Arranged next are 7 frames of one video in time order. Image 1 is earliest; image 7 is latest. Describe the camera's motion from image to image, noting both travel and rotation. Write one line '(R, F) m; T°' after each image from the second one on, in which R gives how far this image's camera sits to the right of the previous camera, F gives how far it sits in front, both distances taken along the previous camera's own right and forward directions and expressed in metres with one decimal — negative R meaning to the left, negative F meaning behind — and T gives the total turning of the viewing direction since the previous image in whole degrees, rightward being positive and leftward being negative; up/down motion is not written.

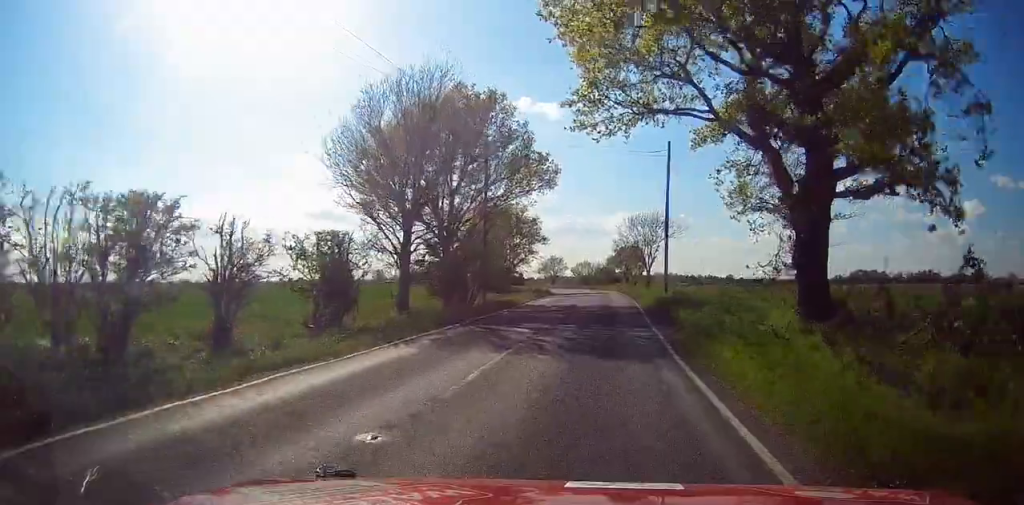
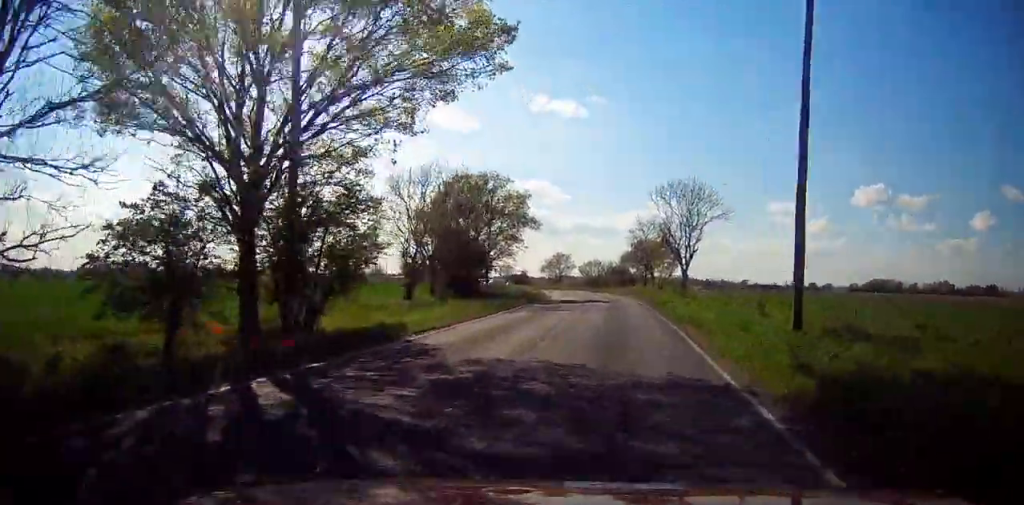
(-0.1, +18.8) m; -1°
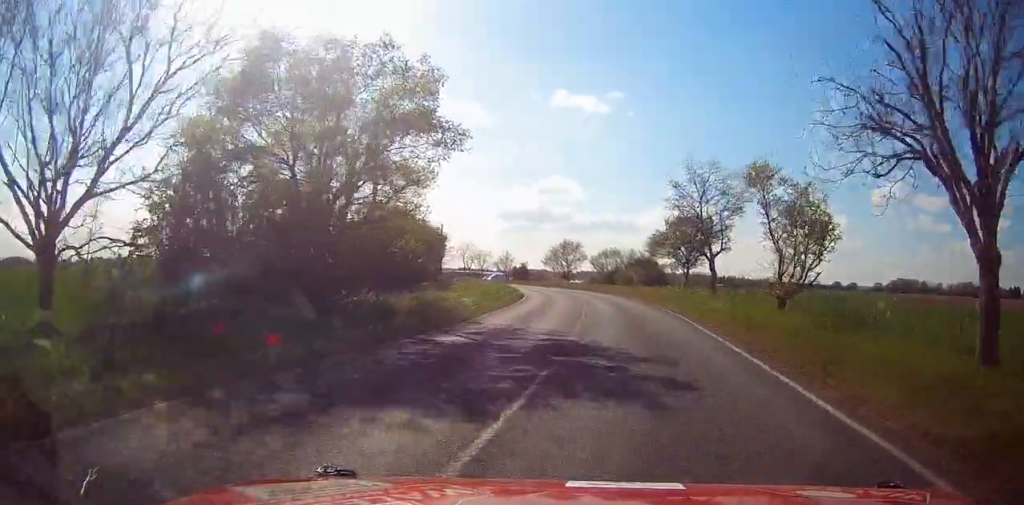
(-0.5, +29.0) m; -2°
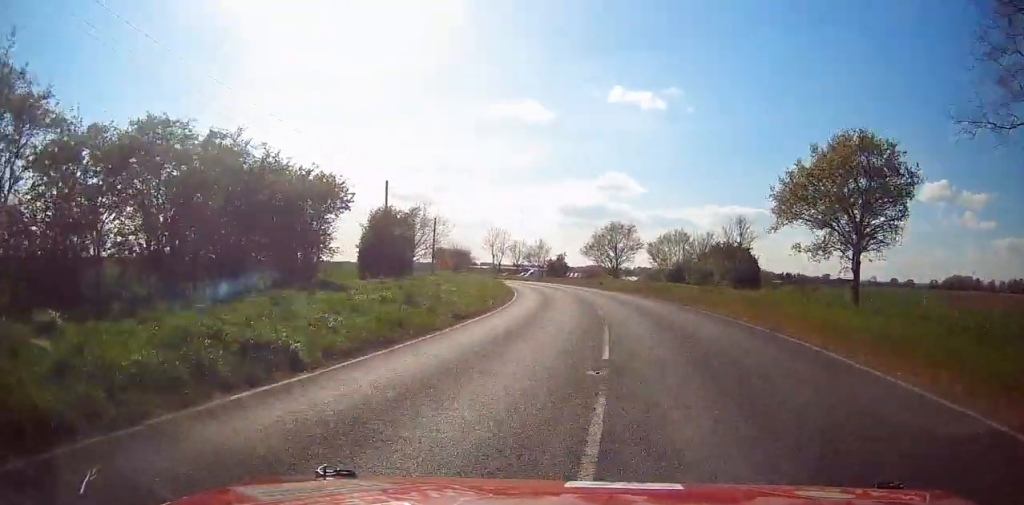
(-0.5, +29.7) m; -4°
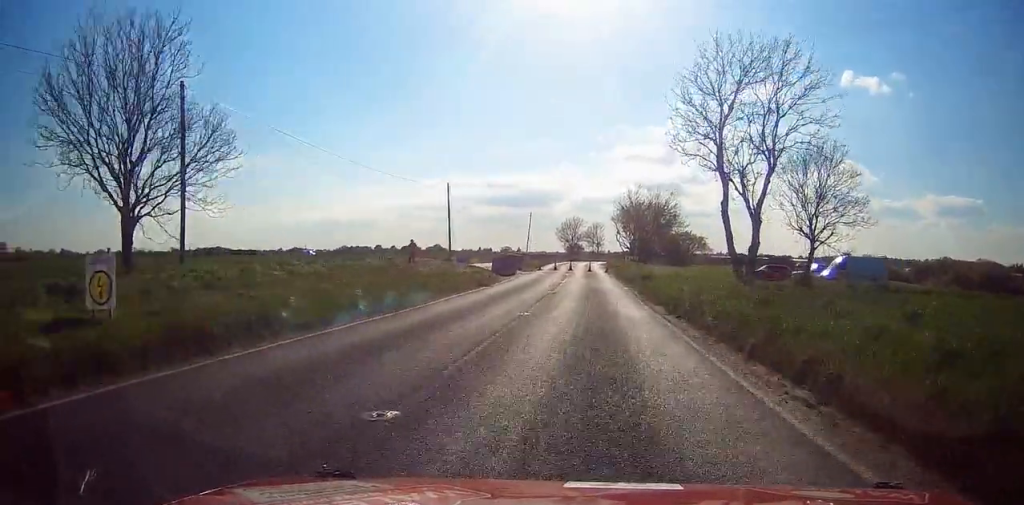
(-17.6, +103.9) m; -19°
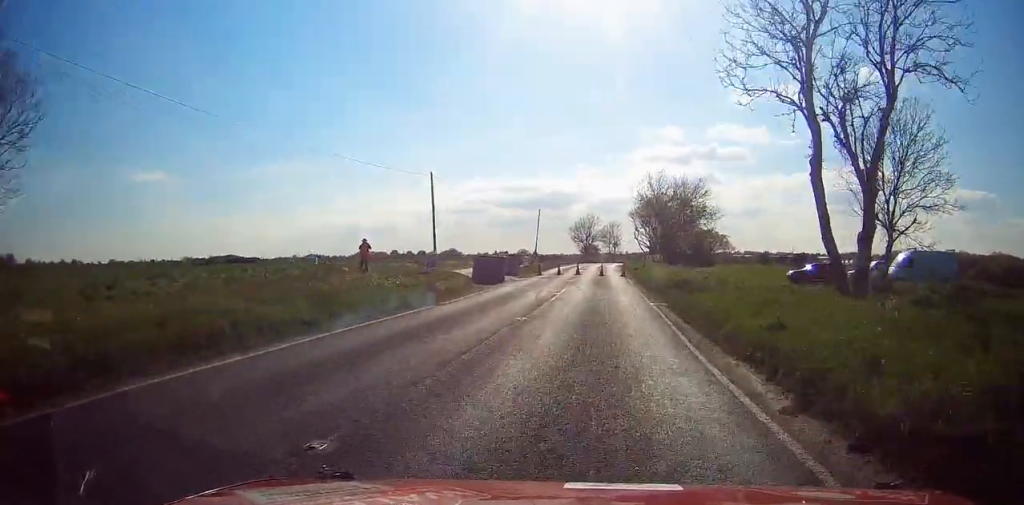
(-0.1, +11.7) m; -3°
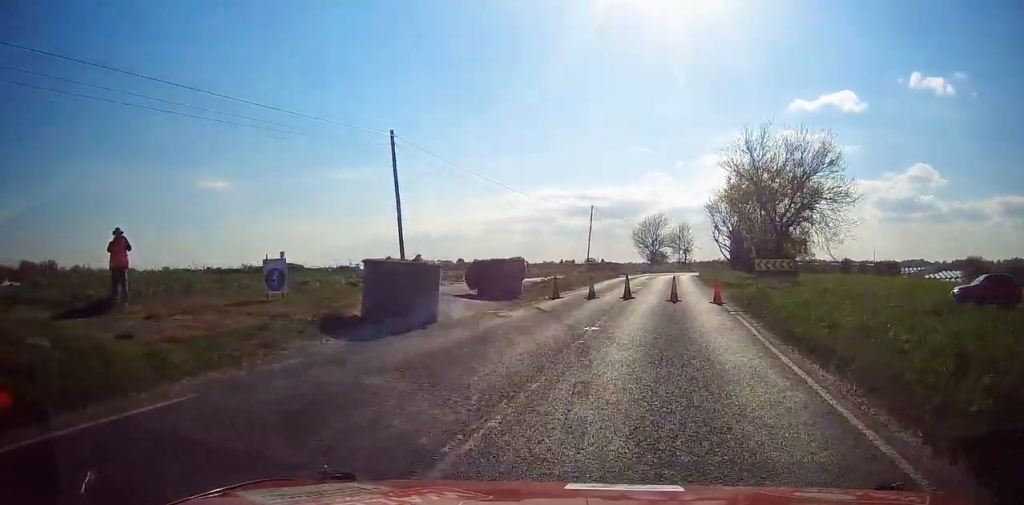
(-1.0, +21.4) m; -8°
